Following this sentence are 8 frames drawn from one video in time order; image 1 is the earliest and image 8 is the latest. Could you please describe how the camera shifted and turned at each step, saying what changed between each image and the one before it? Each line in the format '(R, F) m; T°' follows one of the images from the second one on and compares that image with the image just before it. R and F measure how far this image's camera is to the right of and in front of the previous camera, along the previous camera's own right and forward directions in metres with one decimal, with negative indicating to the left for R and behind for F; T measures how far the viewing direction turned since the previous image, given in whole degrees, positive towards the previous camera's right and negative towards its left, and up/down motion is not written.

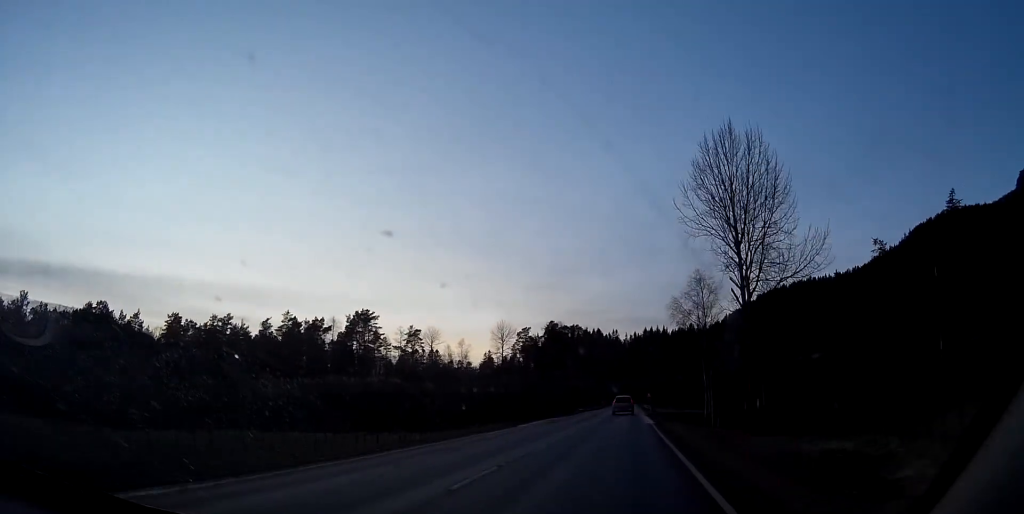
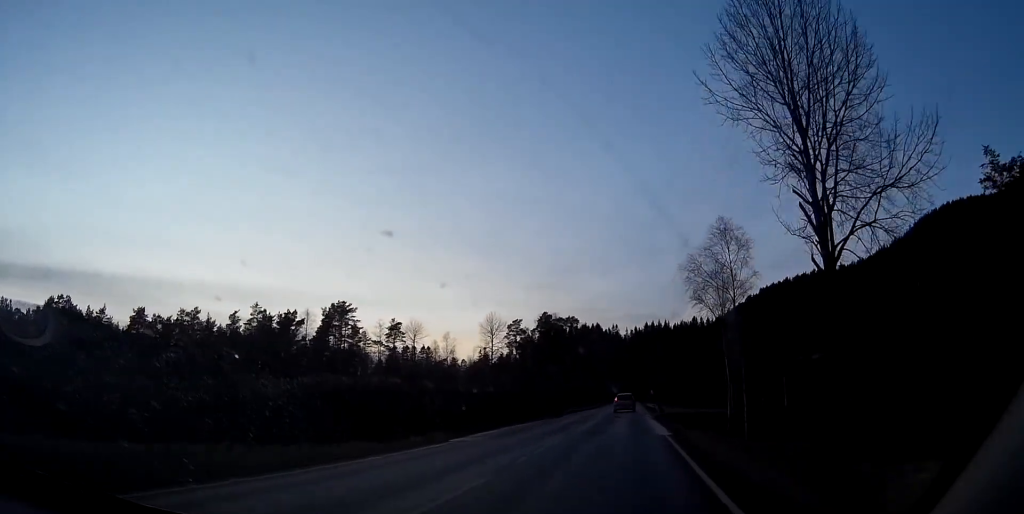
(+0.1, +13.9) m; 0°
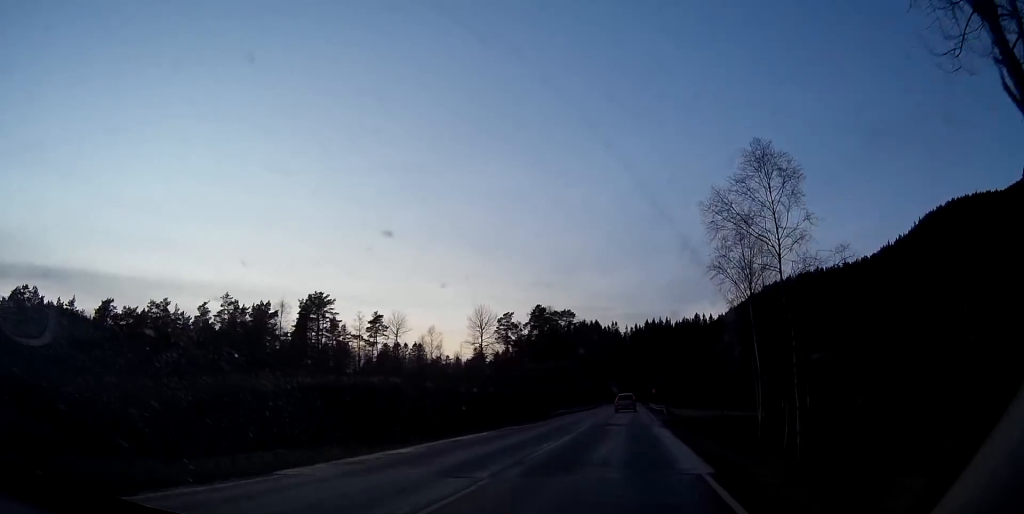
(0.0, +11.3) m; 0°
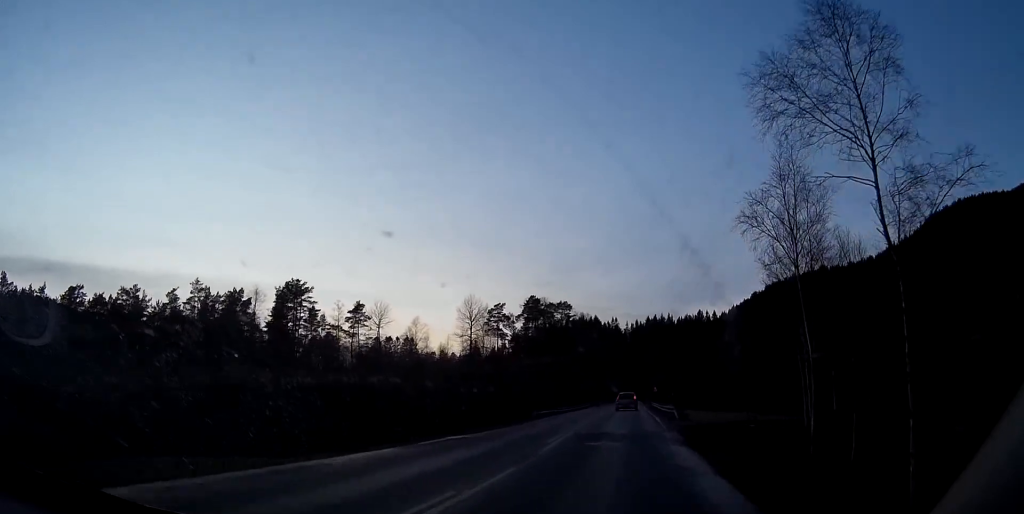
(0.0, +10.5) m; 0°
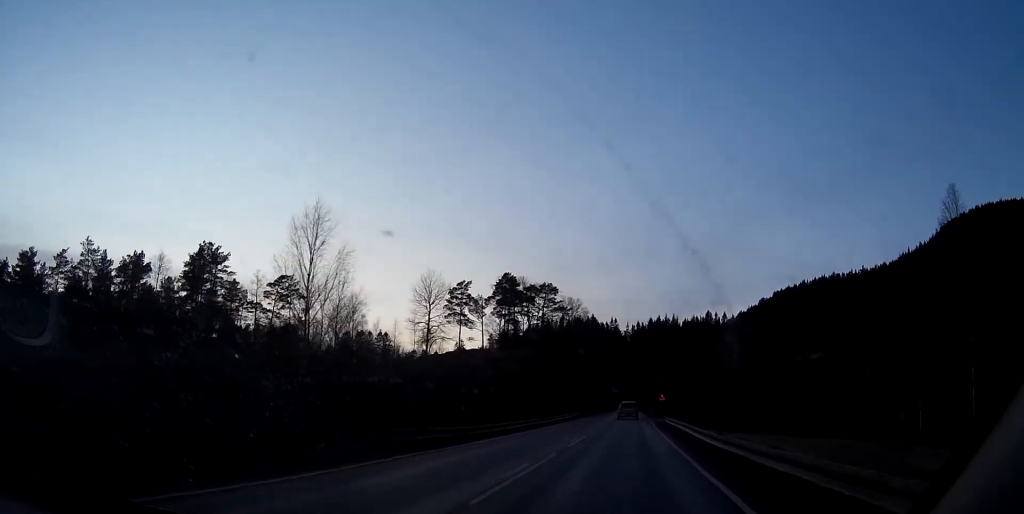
(0.0, +29.7) m; 0°
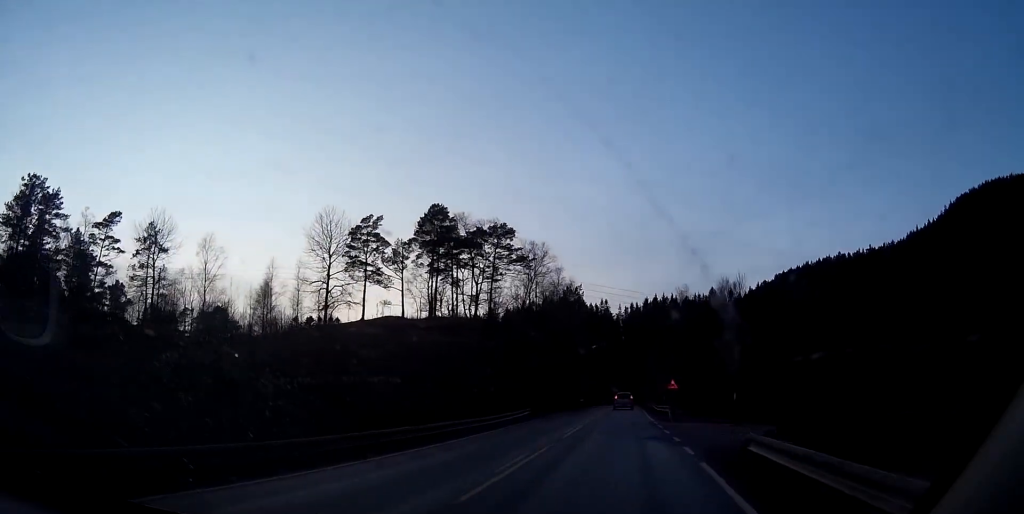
(+0.5, +35.5) m; +1°
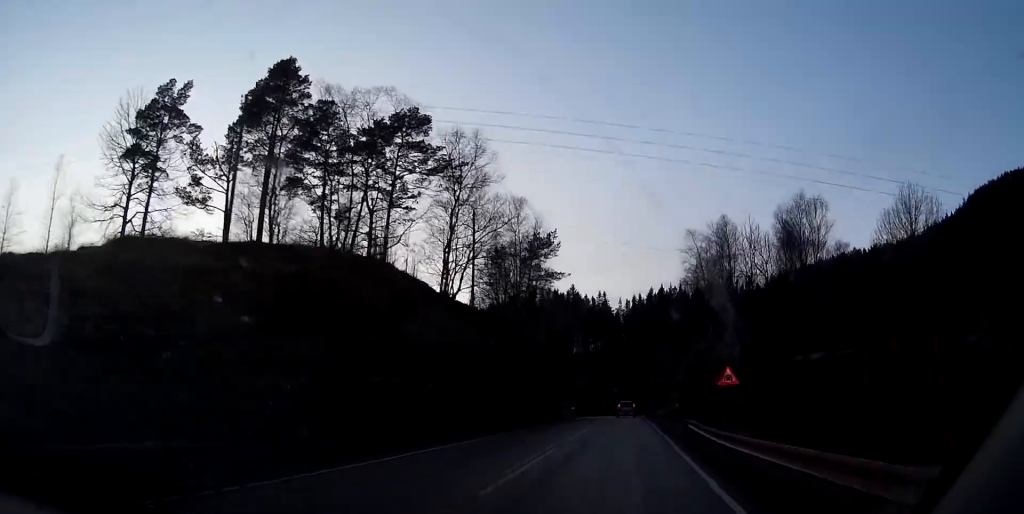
(-0.5, +34.3) m; -2°
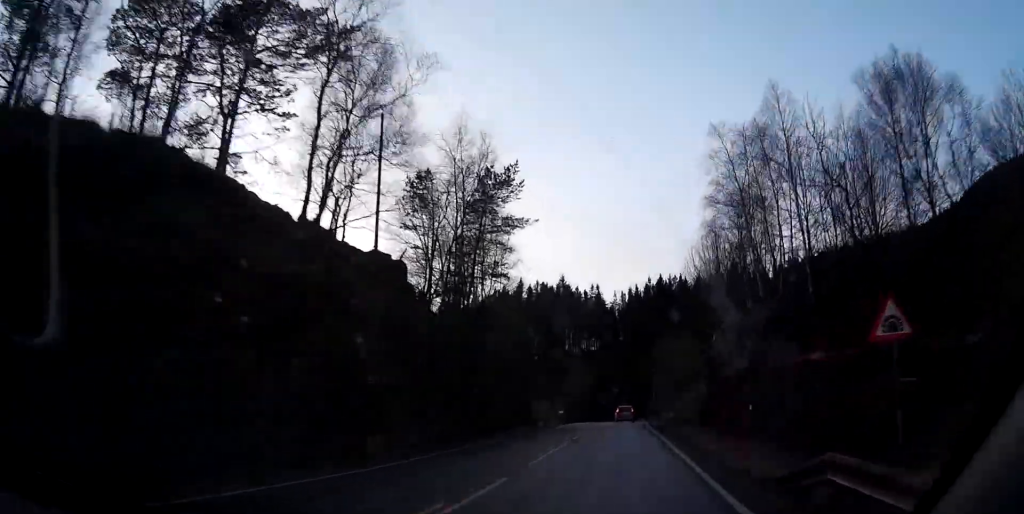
(-0.1, +18.3) m; 0°
